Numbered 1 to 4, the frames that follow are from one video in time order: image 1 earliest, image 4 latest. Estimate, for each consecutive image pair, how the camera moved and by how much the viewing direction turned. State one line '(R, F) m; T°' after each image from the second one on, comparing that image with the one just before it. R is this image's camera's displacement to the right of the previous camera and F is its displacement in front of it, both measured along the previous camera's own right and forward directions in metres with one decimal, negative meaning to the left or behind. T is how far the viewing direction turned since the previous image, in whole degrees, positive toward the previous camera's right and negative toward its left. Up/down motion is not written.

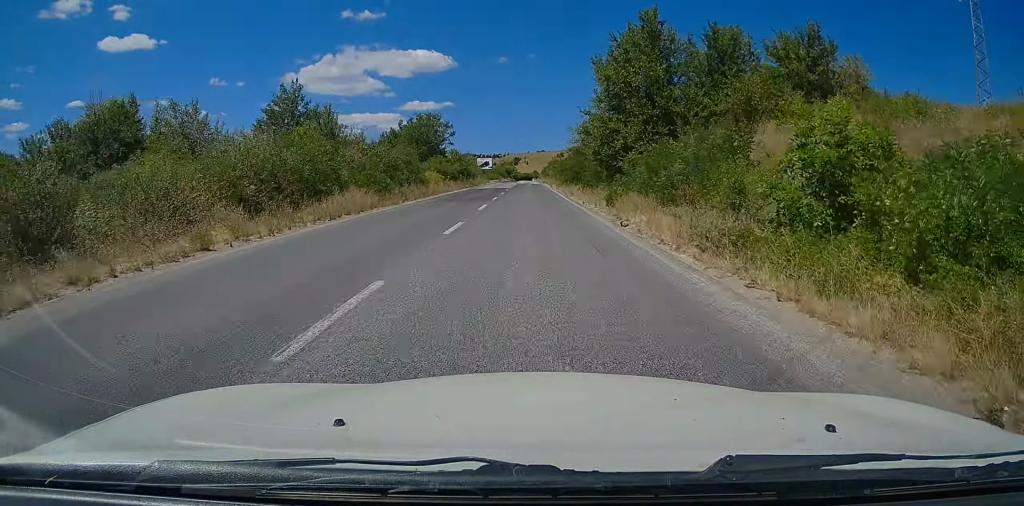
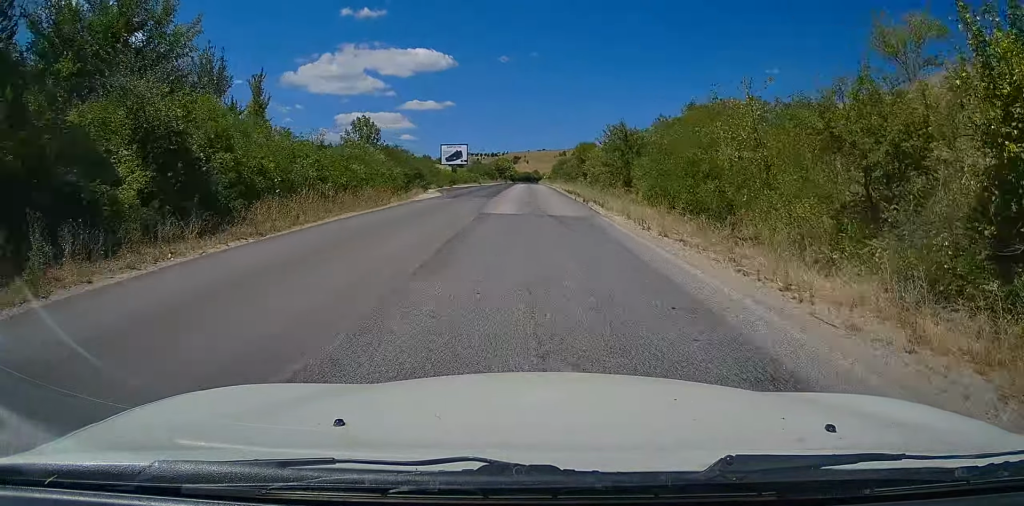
(-0.3, +72.5) m; 0°
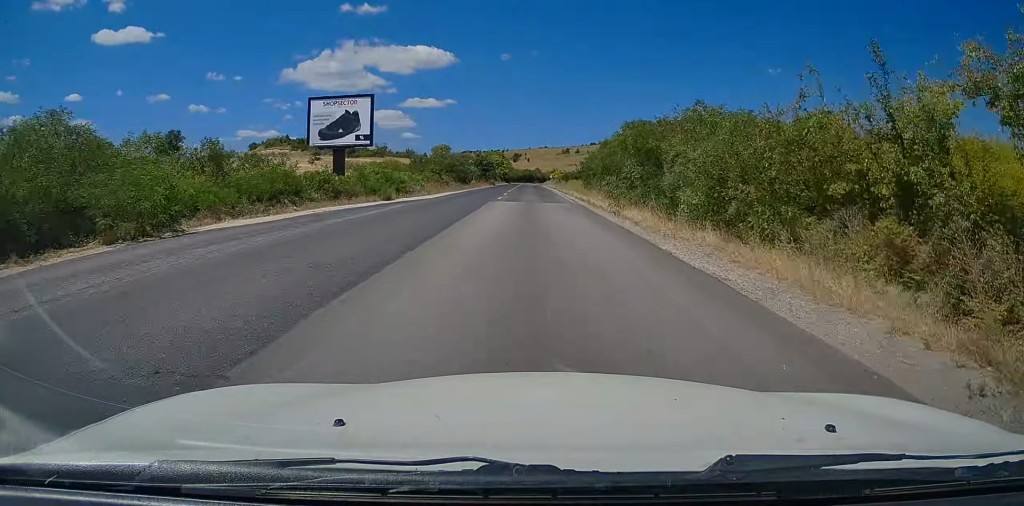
(+0.2, +61.8) m; 0°
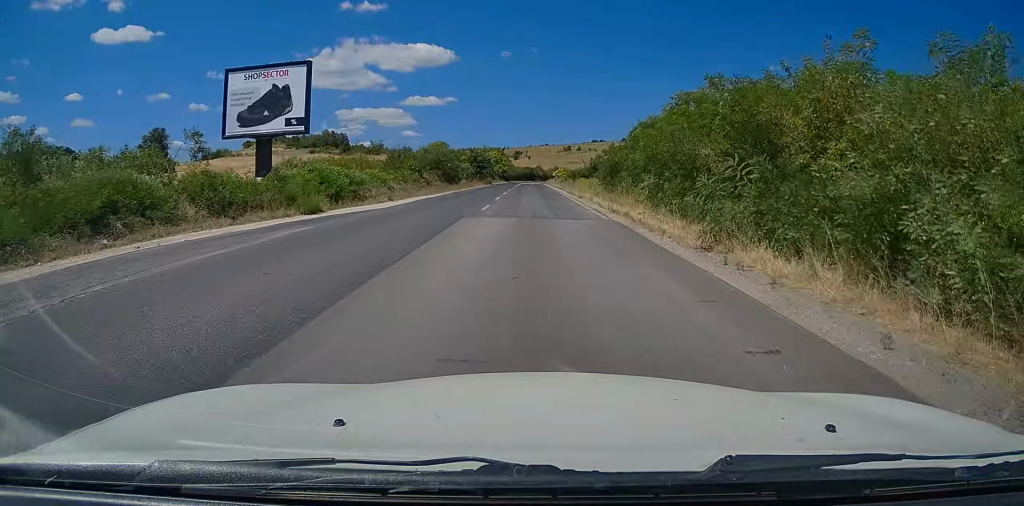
(+0.1, +11.9) m; 0°
